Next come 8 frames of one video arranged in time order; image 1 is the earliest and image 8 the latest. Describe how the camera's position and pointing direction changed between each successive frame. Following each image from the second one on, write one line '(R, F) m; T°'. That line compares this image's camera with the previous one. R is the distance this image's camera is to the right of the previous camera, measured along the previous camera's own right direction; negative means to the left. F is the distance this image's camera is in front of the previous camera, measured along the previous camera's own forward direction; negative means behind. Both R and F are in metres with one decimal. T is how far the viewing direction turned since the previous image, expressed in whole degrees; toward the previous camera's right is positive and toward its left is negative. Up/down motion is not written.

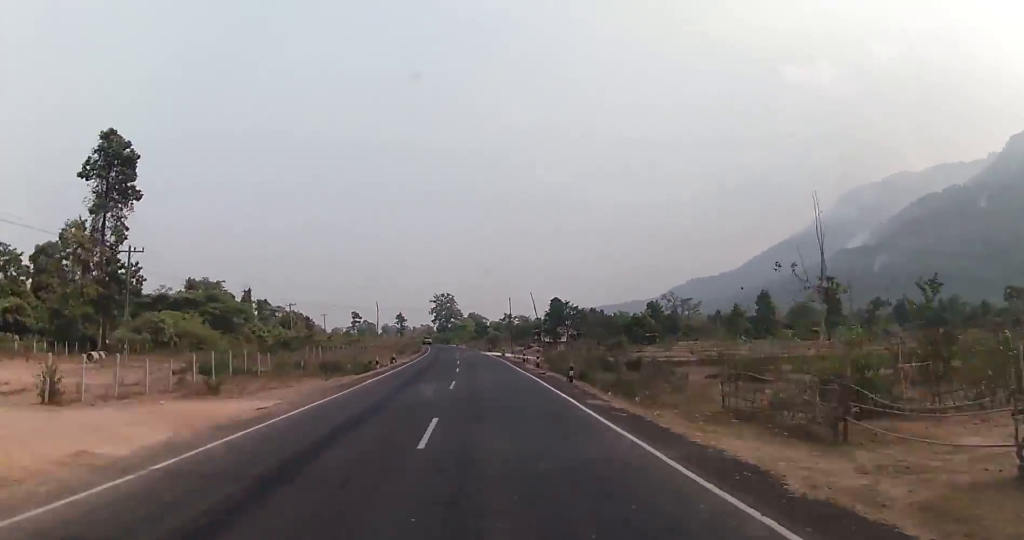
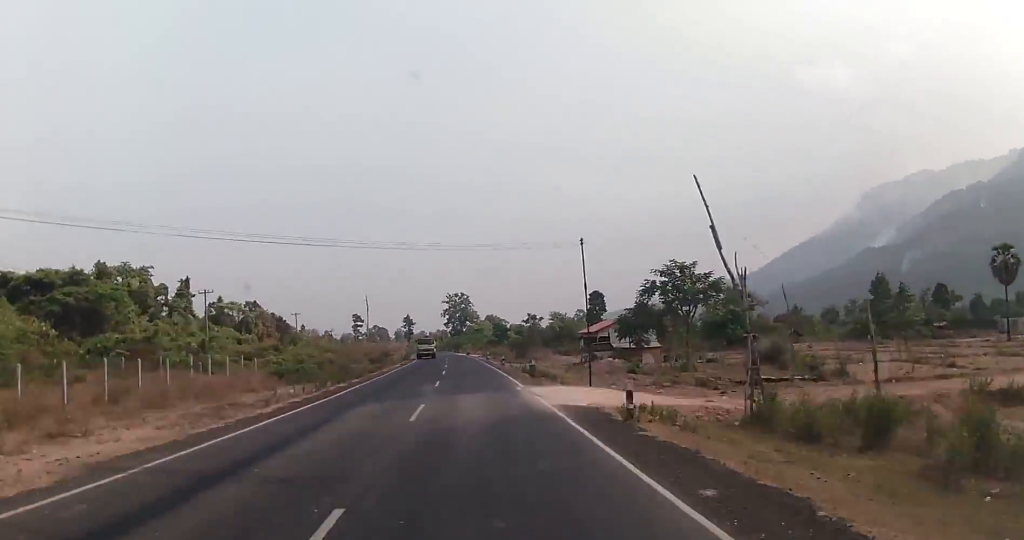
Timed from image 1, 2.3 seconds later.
(-0.6, +56.8) m; -2°
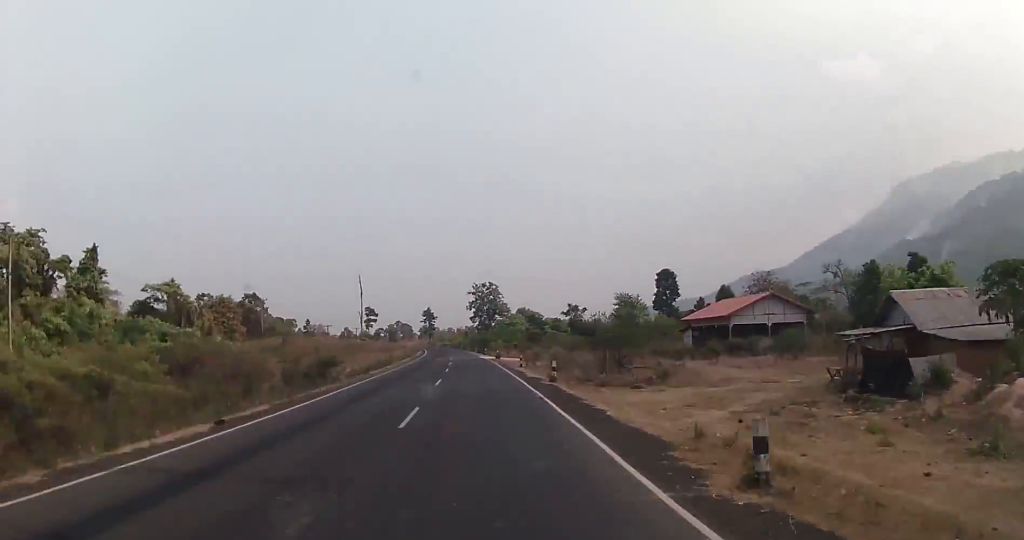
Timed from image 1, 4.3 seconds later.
(-1.3, +50.9) m; -2°
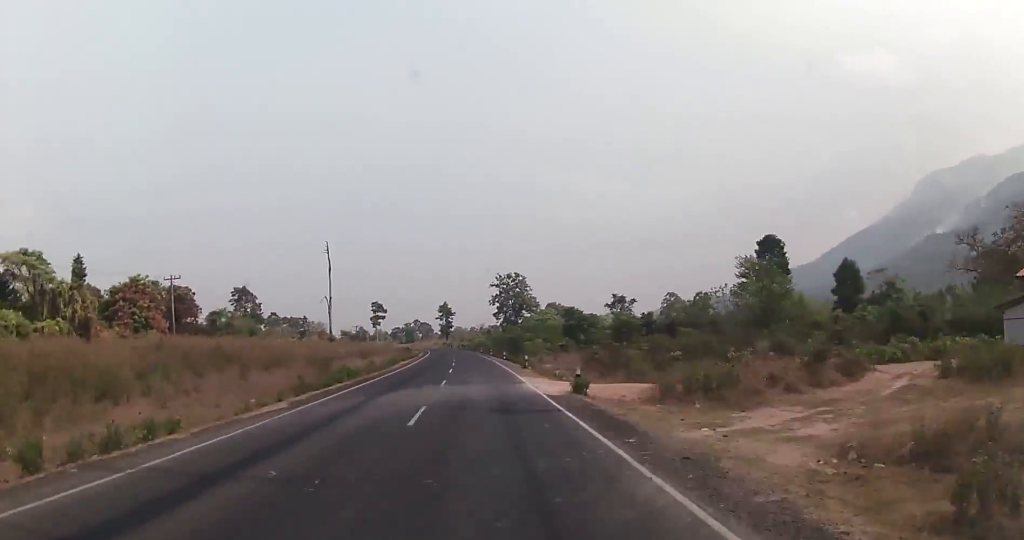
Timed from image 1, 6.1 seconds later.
(-0.1, +47.7) m; -2°
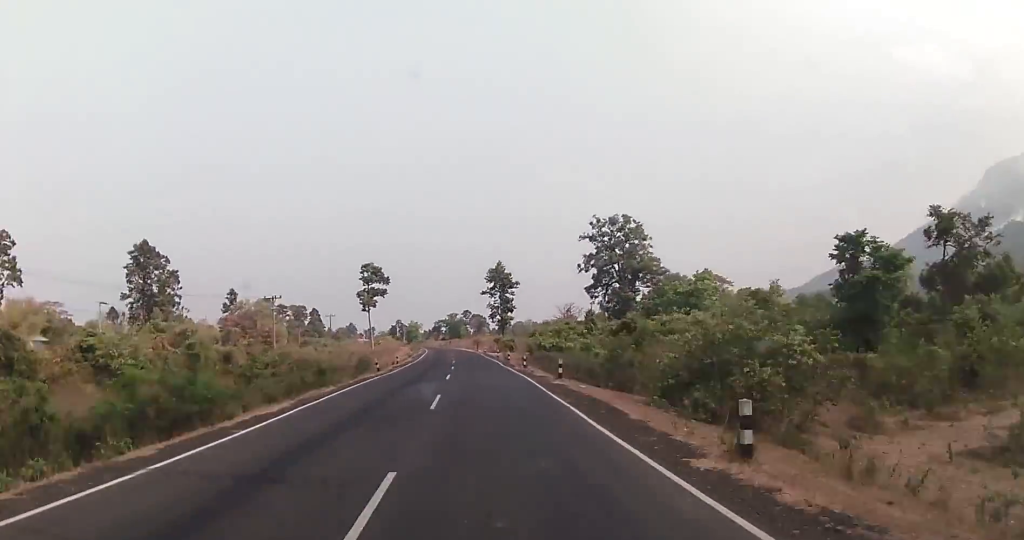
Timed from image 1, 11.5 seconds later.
(-7.2, +139.3) m; -6°
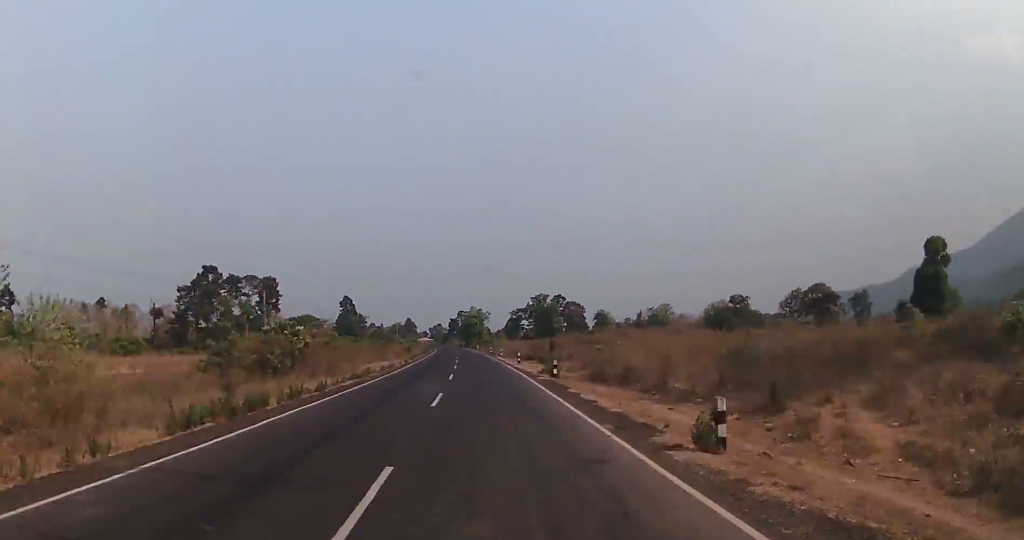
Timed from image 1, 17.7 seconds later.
(-9.1, +166.6) m; -6°
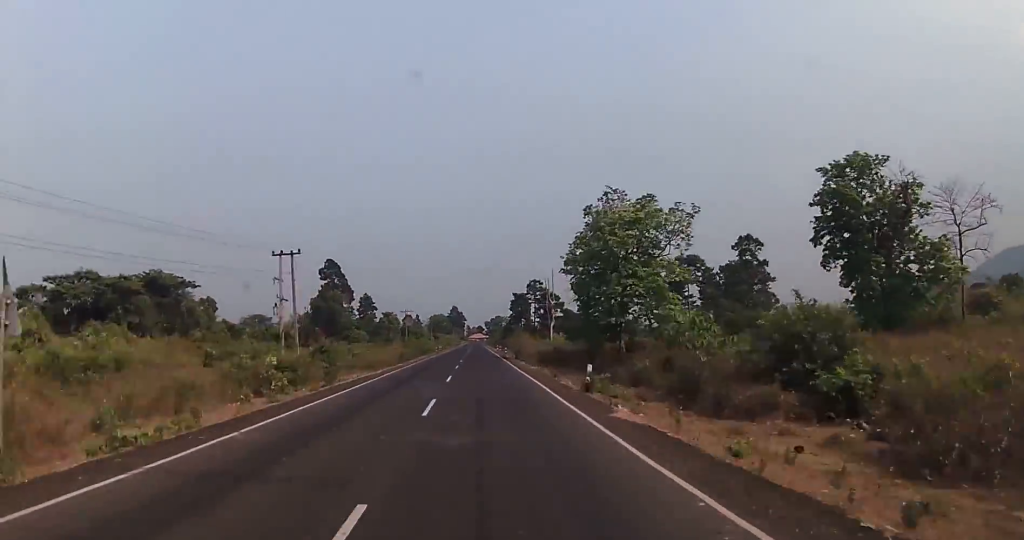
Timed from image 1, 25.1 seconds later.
(-10.1, +194.6) m; -4°
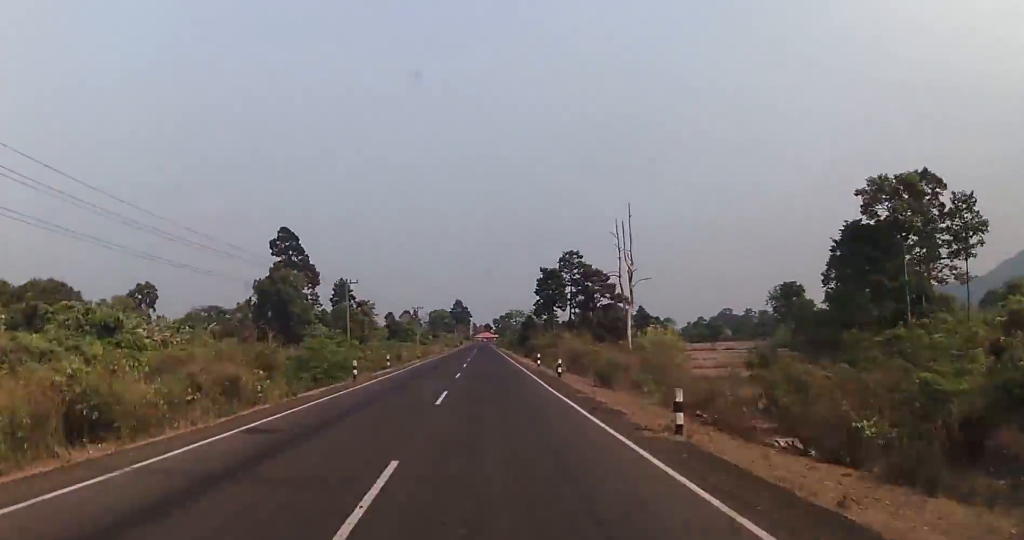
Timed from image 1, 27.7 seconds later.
(-0.5, +69.6) m; -1°
